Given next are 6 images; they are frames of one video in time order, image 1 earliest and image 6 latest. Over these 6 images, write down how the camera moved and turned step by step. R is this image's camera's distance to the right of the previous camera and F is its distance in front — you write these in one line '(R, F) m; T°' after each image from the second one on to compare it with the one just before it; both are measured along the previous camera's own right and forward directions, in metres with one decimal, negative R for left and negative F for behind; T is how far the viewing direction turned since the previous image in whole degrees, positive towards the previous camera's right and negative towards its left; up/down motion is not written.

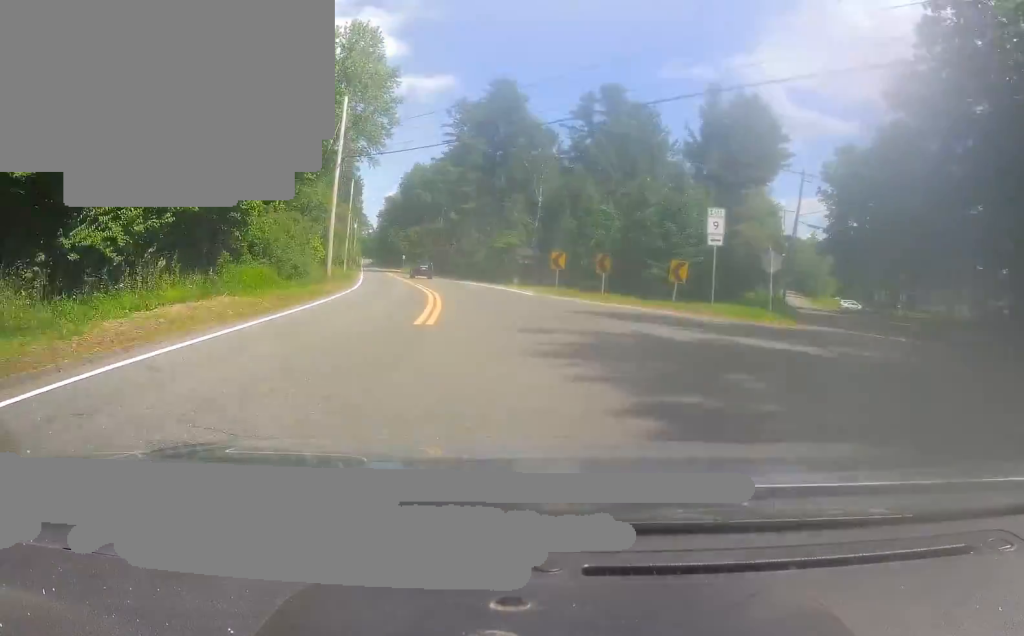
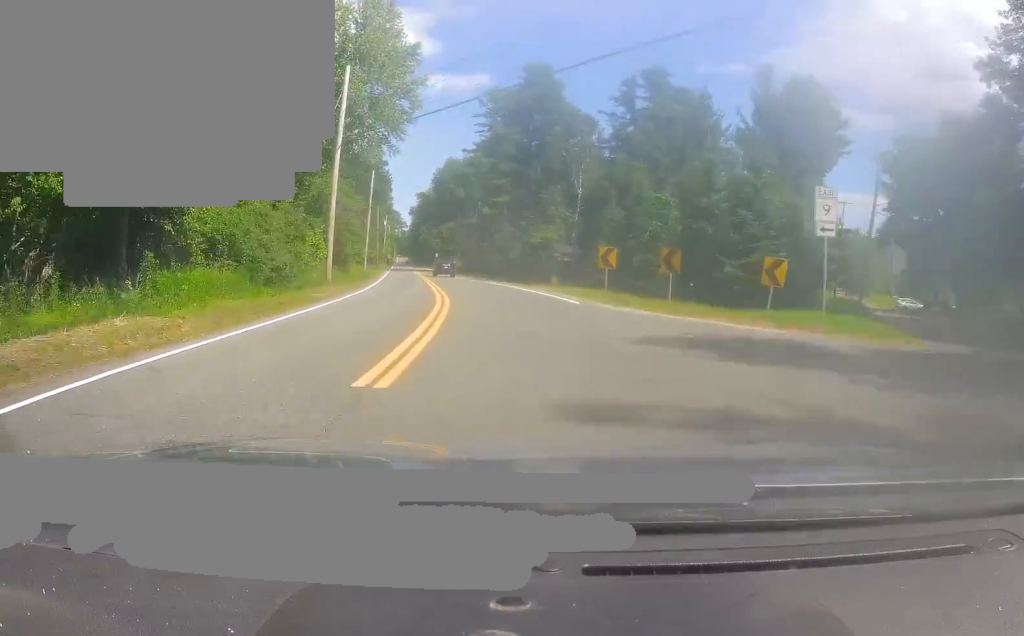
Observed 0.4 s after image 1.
(-0.4, +7.4) m; -3°
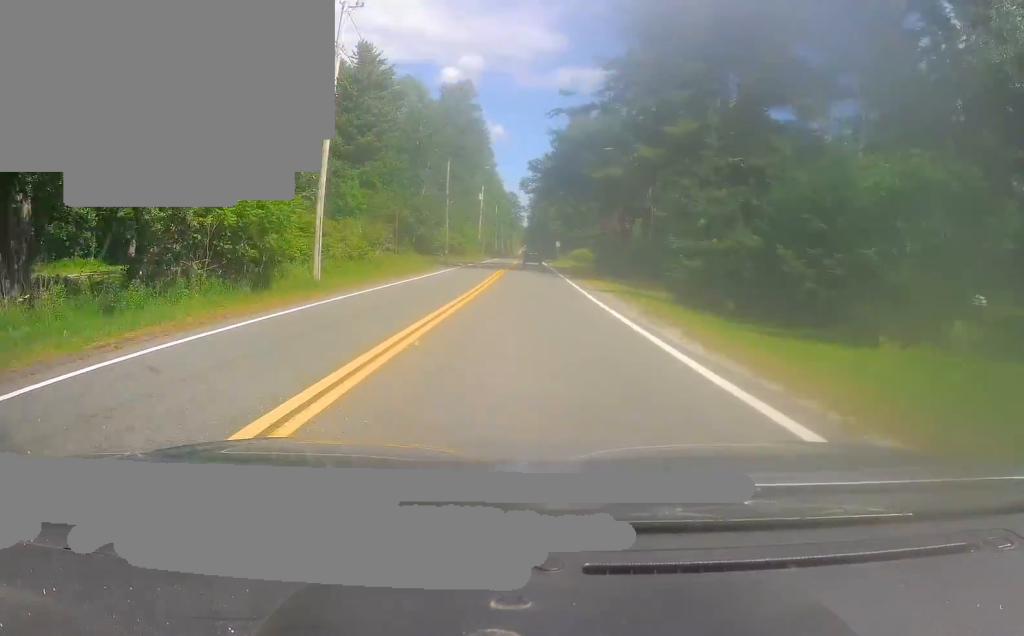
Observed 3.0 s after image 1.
(-5.0, +45.1) m; -9°
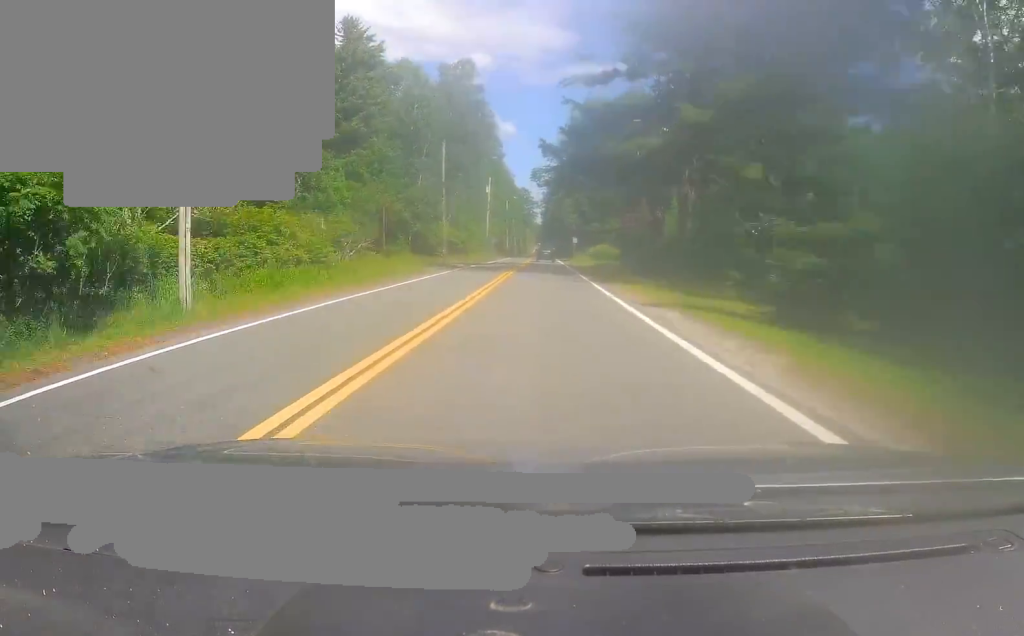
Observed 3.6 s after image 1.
(-0.3, +10.6) m; 0°
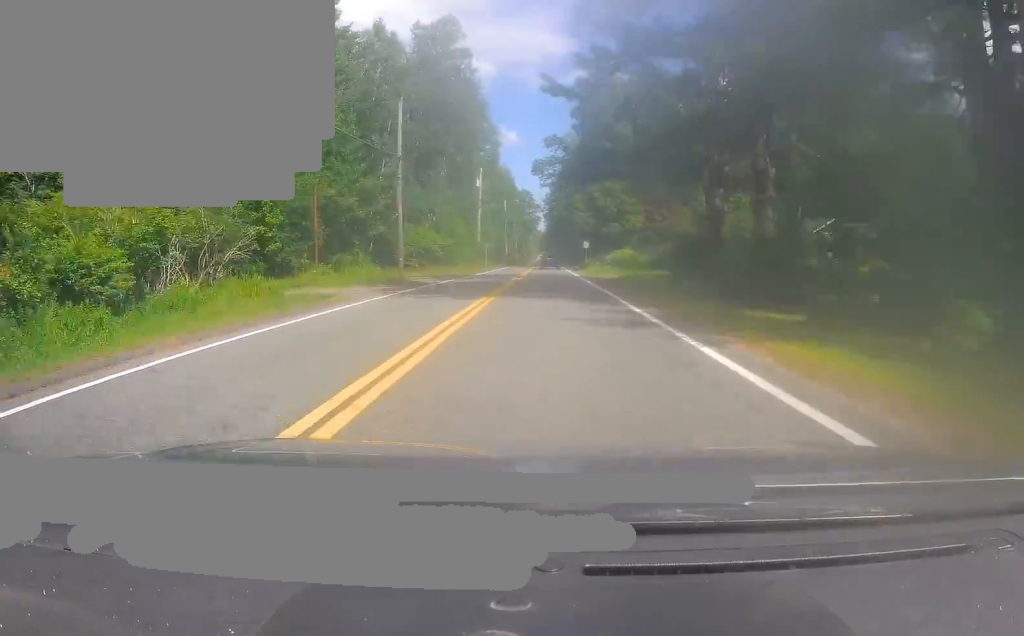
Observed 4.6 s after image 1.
(+0.3, +17.6) m; 0°
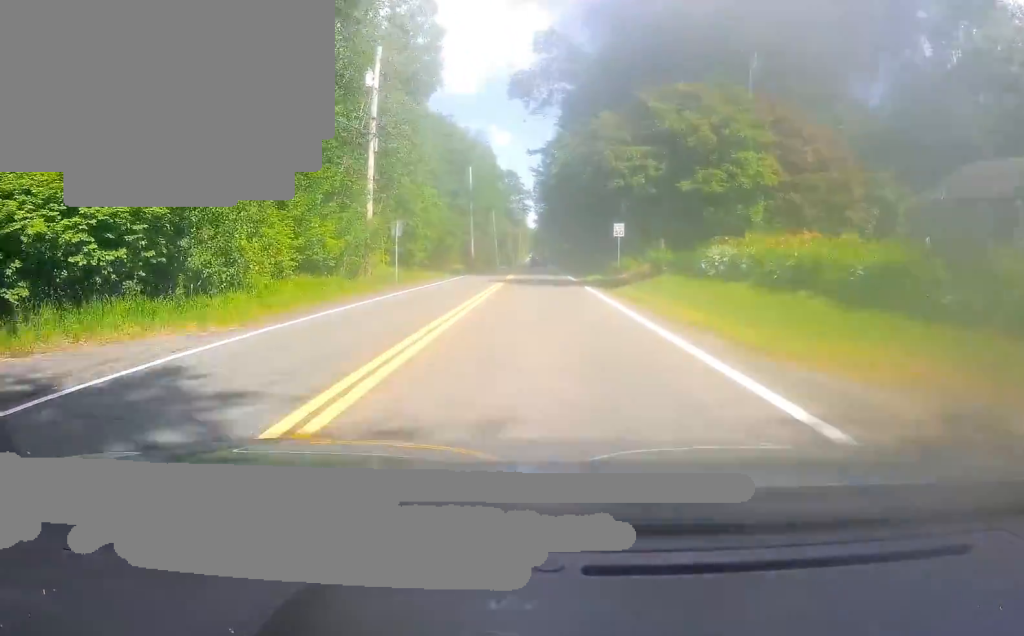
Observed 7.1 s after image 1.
(-1.1, +43.9) m; -2°
